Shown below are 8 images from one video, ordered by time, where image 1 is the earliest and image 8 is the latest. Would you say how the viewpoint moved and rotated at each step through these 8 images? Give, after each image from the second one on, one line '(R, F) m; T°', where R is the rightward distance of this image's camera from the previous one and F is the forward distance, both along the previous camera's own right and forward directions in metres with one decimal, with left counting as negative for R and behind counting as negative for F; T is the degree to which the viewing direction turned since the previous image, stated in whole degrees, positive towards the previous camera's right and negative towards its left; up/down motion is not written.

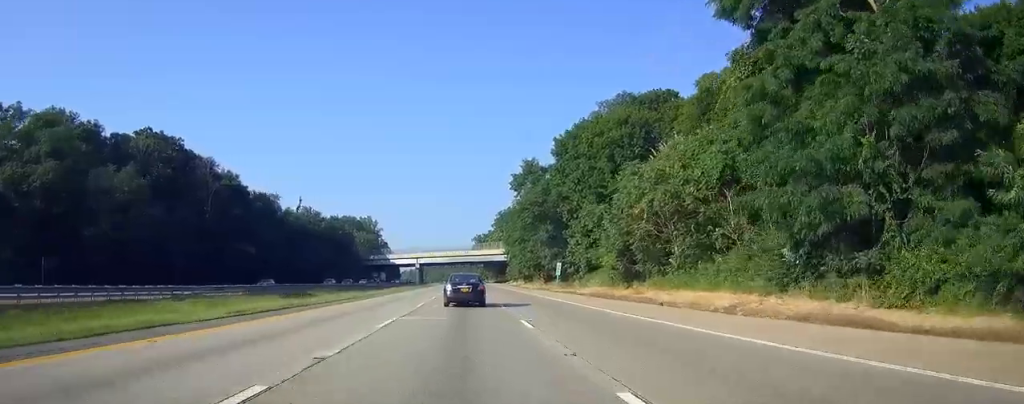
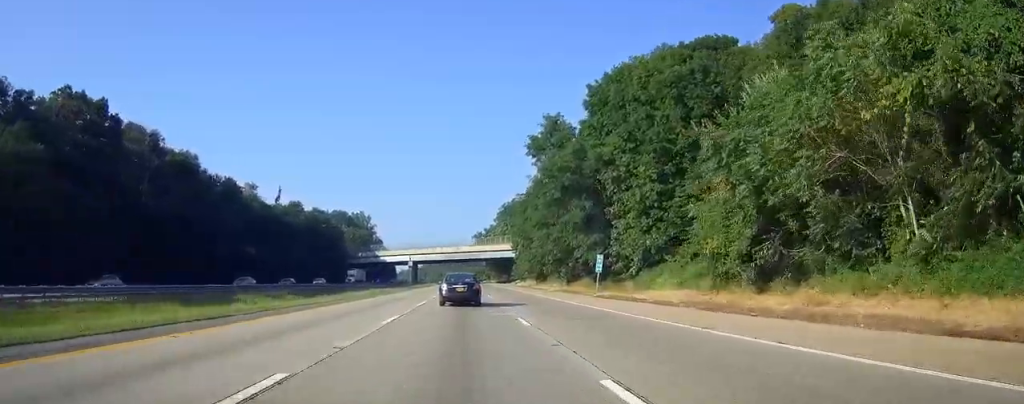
(+0.1, +24.2) m; 0°
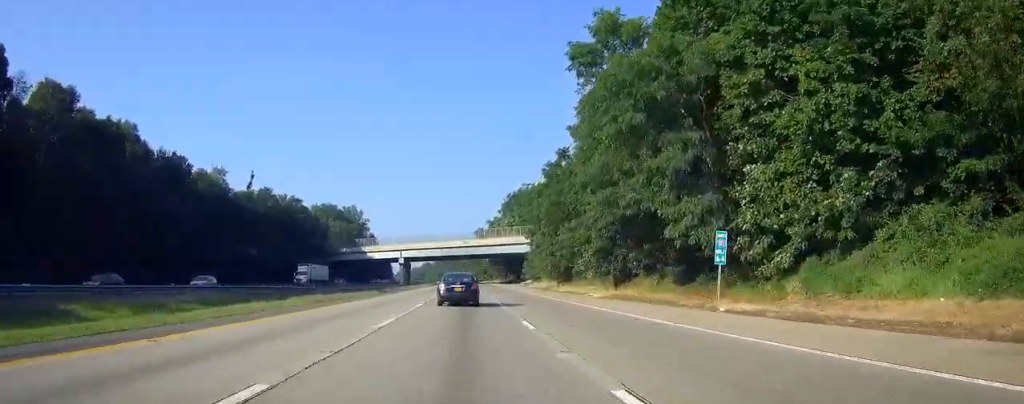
(0.0, +26.2) m; 0°
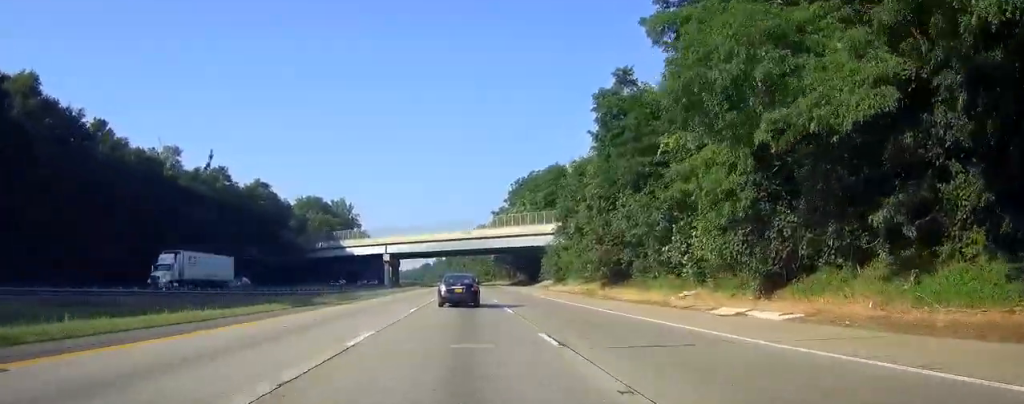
(+0.1, +29.2) m; 0°
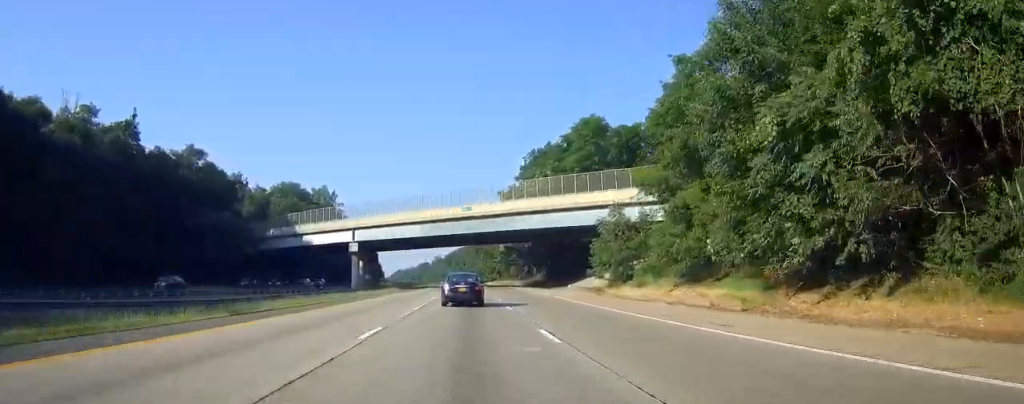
(0.0, +36.1) m; 0°
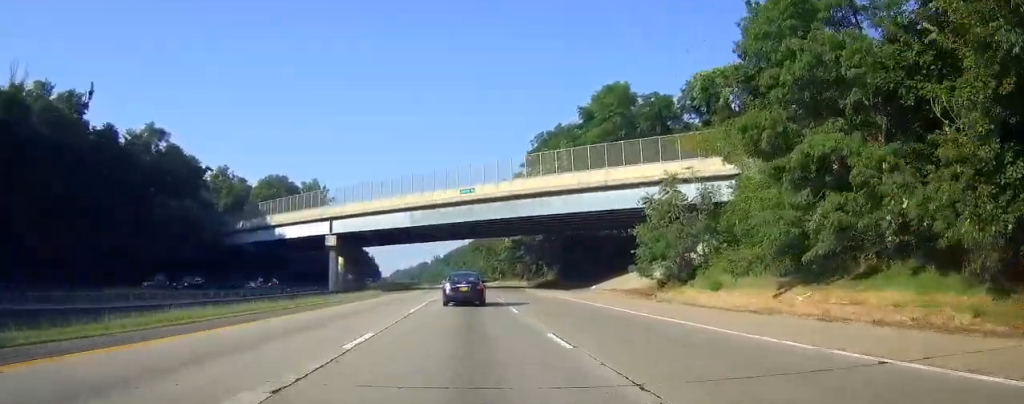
(0.0, +14.7) m; 0°
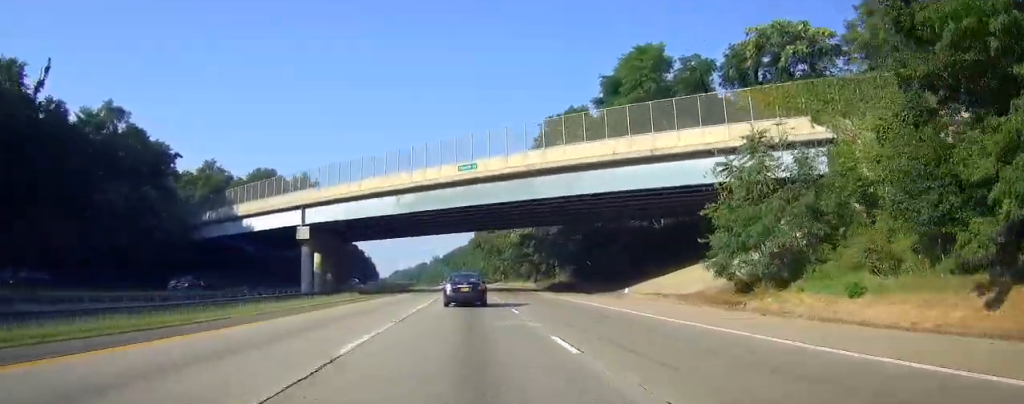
(0.0, +12.8) m; 0°
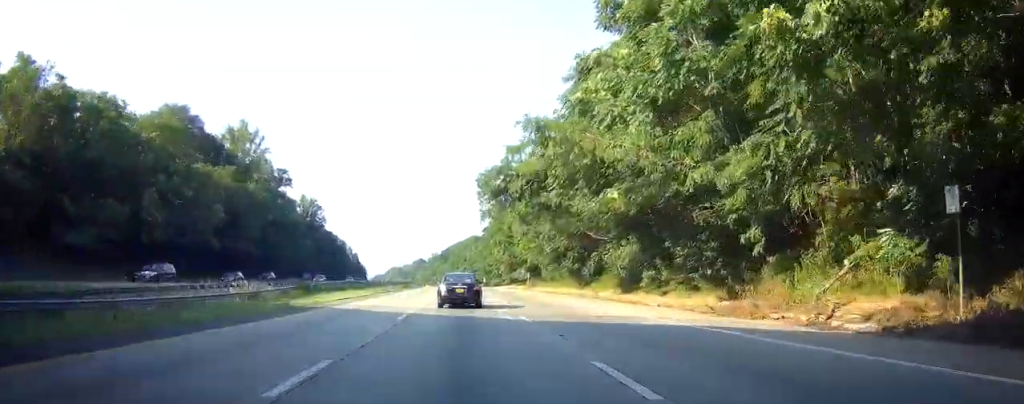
(-0.1, +67.7) m; 0°
